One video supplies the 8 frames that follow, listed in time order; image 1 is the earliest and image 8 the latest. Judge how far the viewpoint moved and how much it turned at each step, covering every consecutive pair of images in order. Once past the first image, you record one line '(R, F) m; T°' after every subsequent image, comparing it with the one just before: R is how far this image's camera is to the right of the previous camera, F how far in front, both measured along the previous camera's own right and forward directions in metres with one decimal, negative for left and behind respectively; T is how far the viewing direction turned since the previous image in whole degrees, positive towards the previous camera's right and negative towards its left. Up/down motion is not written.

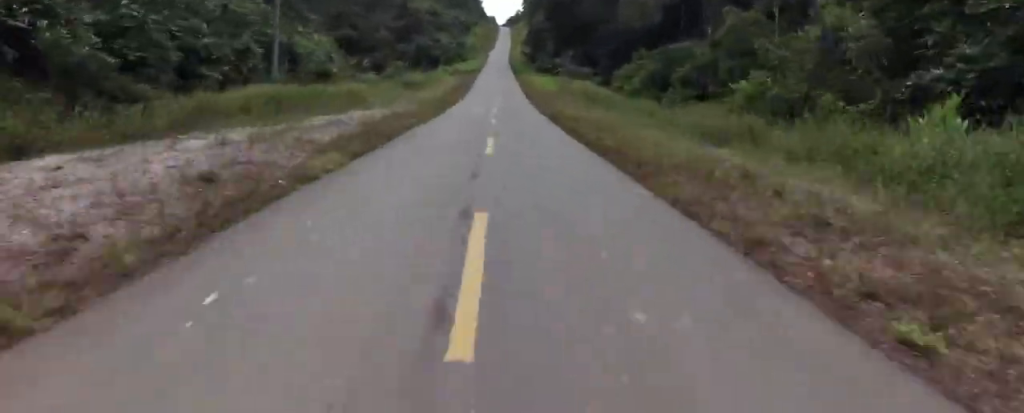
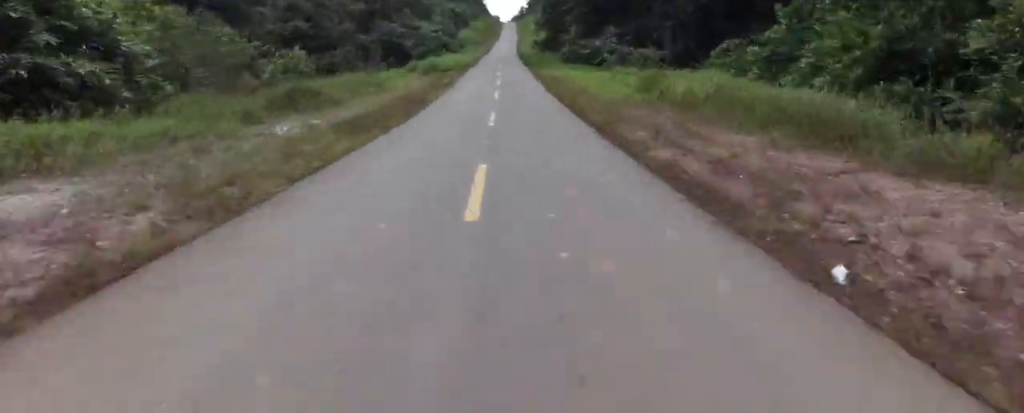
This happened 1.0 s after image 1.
(-1.3, +31.0) m; -1°
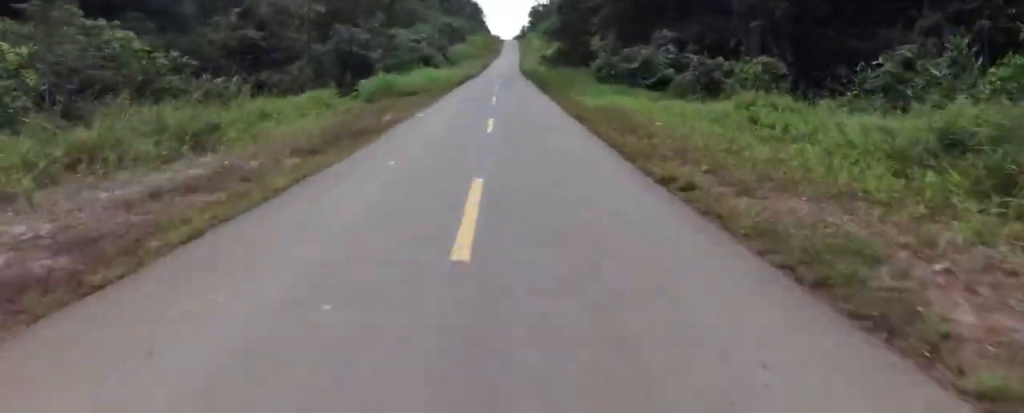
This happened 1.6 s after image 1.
(+0.3, +16.3) m; +1°
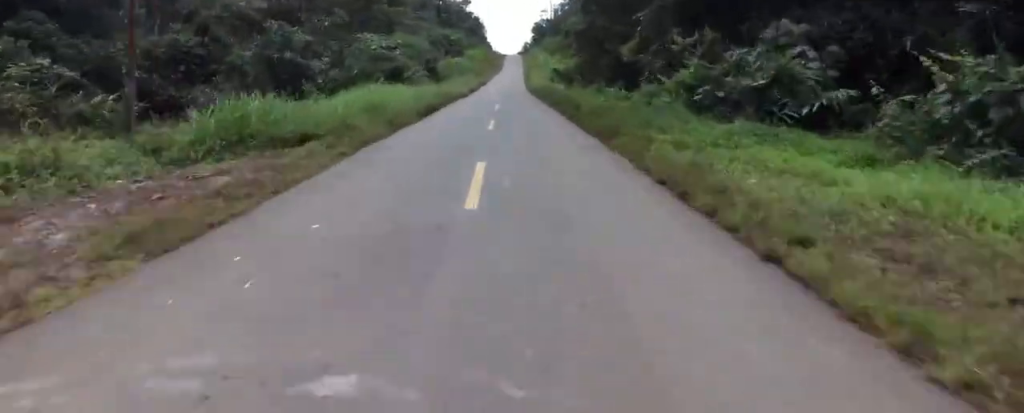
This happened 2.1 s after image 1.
(+0.5, +15.3) m; +1°
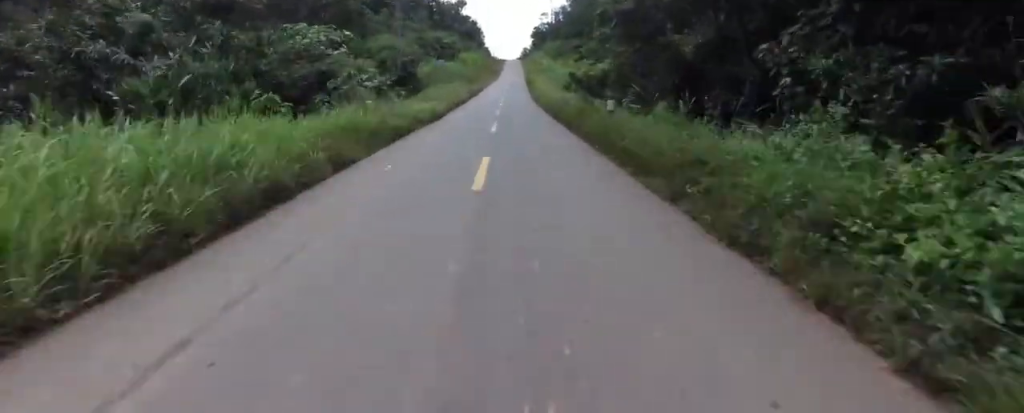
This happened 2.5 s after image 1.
(+0.1, +14.4) m; 0°
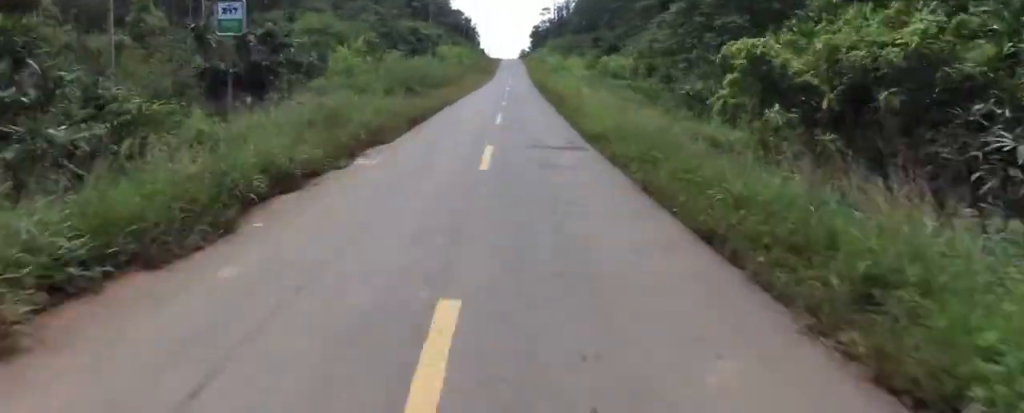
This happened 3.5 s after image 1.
(0.0, +31.0) m; 0°
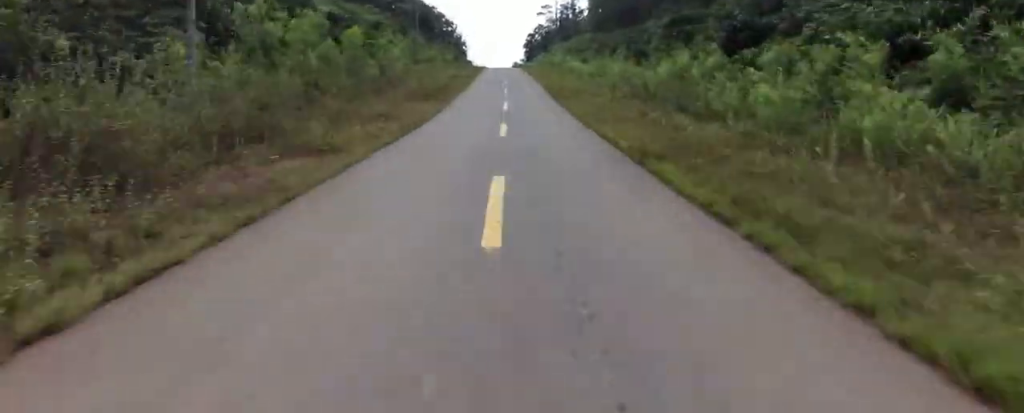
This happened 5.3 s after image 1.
(0.0, +53.3) m; 0°
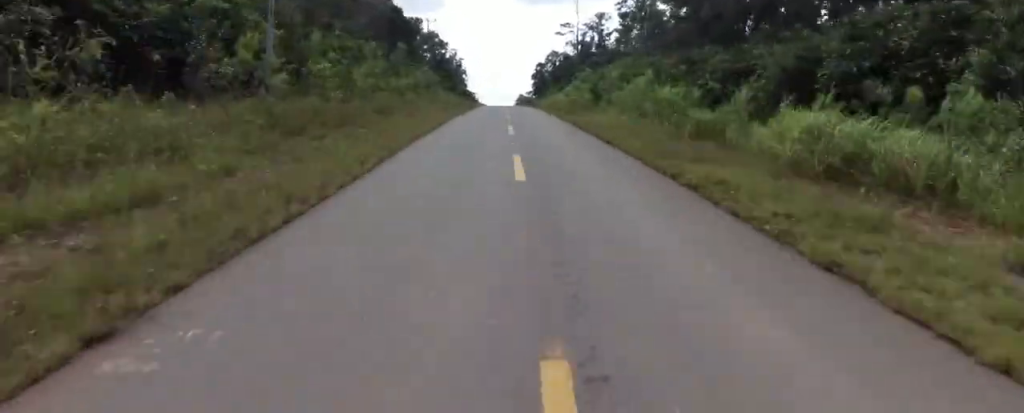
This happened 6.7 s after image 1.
(0.0, +45.3) m; -1°
